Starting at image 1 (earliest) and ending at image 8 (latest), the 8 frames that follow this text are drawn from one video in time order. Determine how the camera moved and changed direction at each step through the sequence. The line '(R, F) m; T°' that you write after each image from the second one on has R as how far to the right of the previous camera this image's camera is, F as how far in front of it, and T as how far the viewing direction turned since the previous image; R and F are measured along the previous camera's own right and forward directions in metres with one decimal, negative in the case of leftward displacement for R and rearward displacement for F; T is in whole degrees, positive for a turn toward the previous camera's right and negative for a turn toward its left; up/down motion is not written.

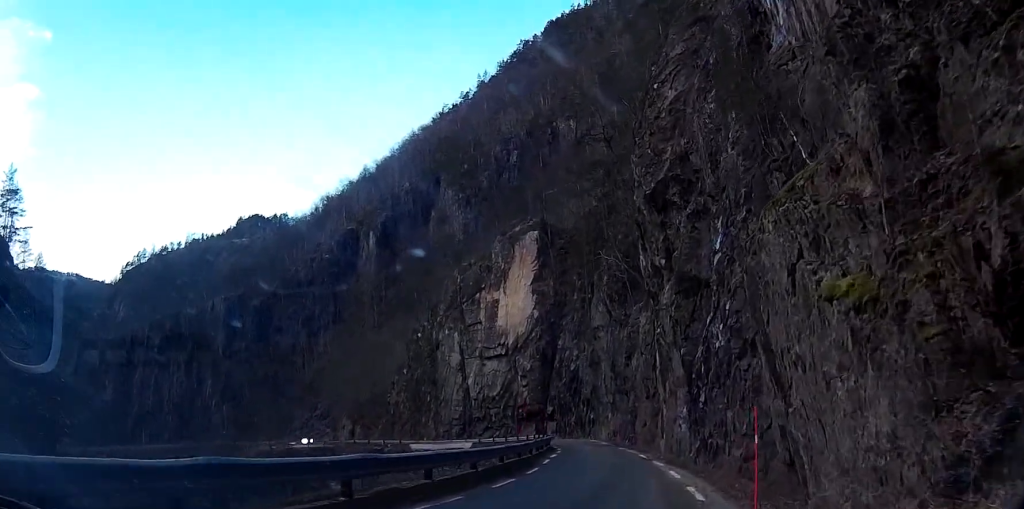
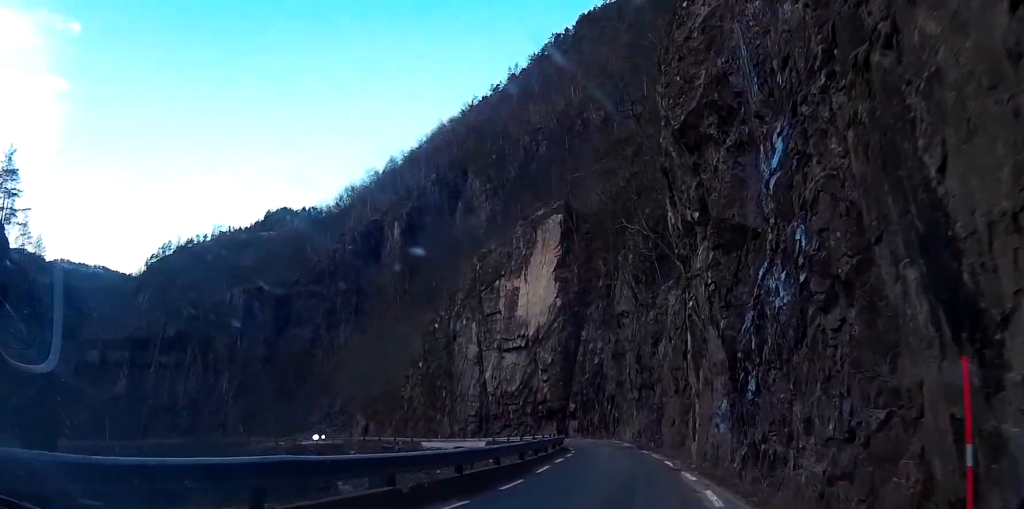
(-0.3, +7.8) m; -3°
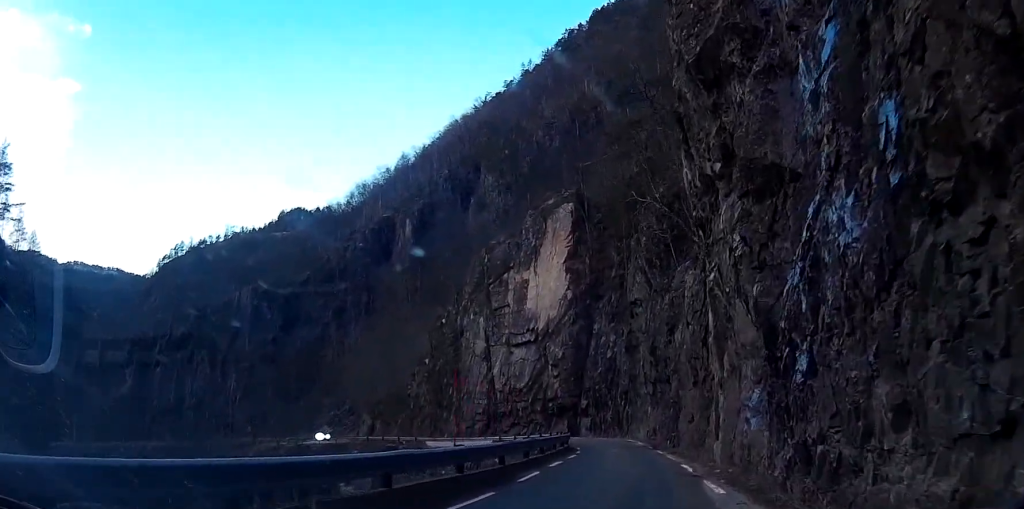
(0.0, +4.9) m; 0°
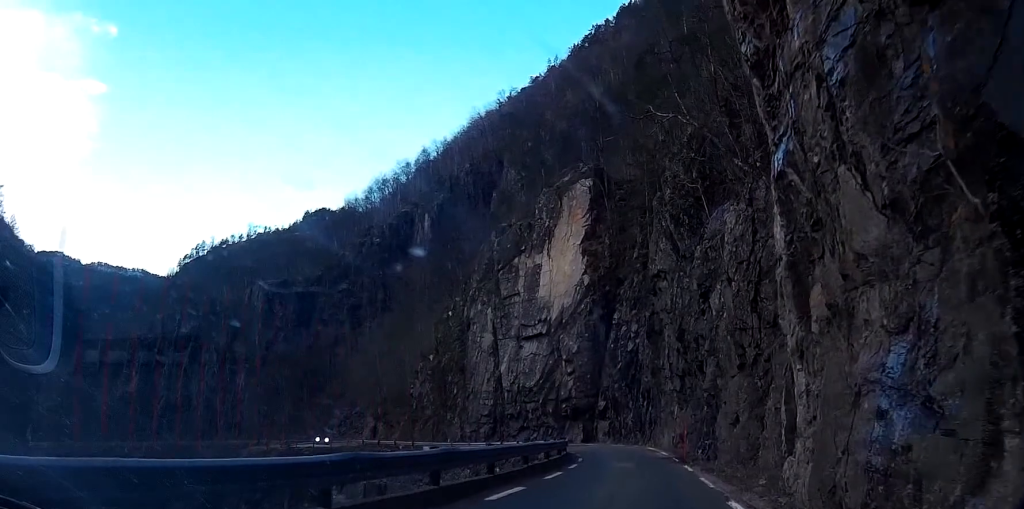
(0.0, +10.7) m; 0°
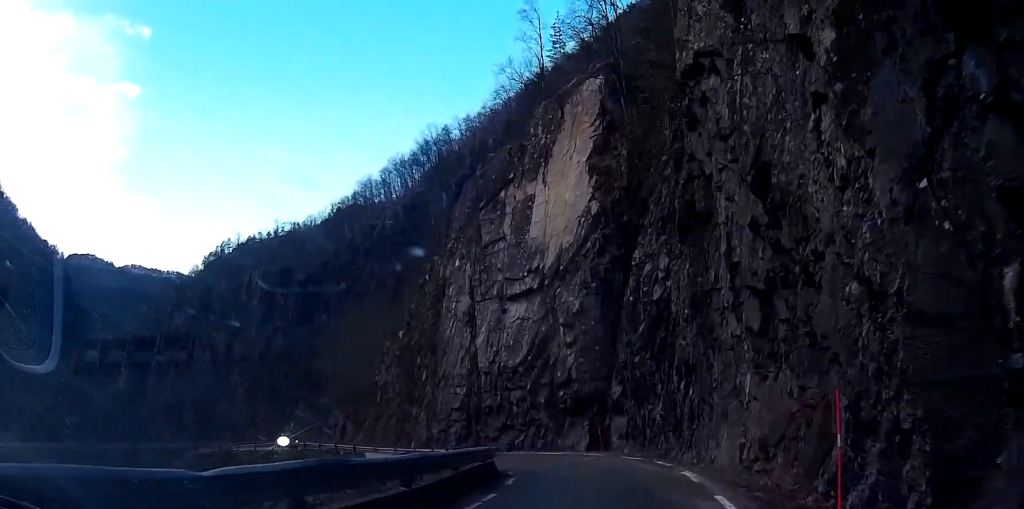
(-1.7, +24.3) m; -8°
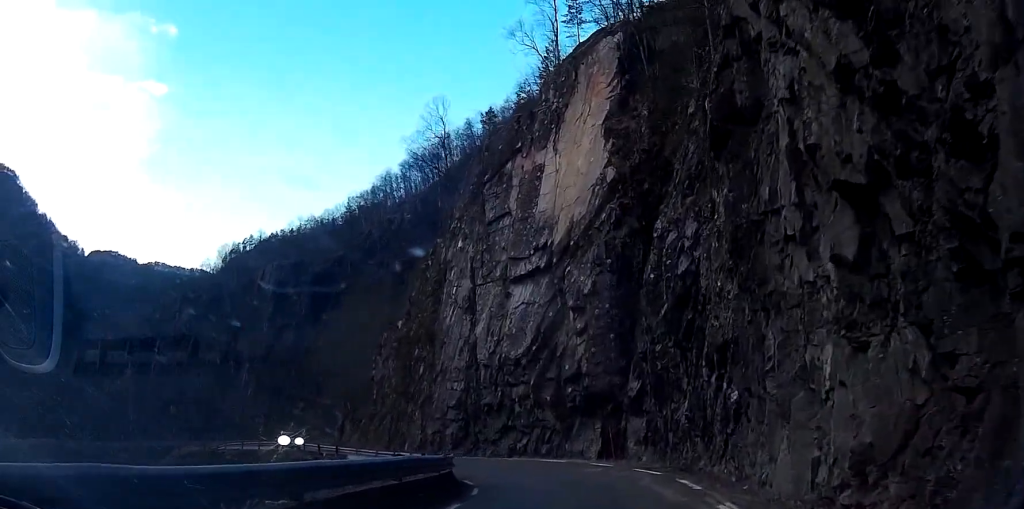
(+0.1, +7.1) m; 0°
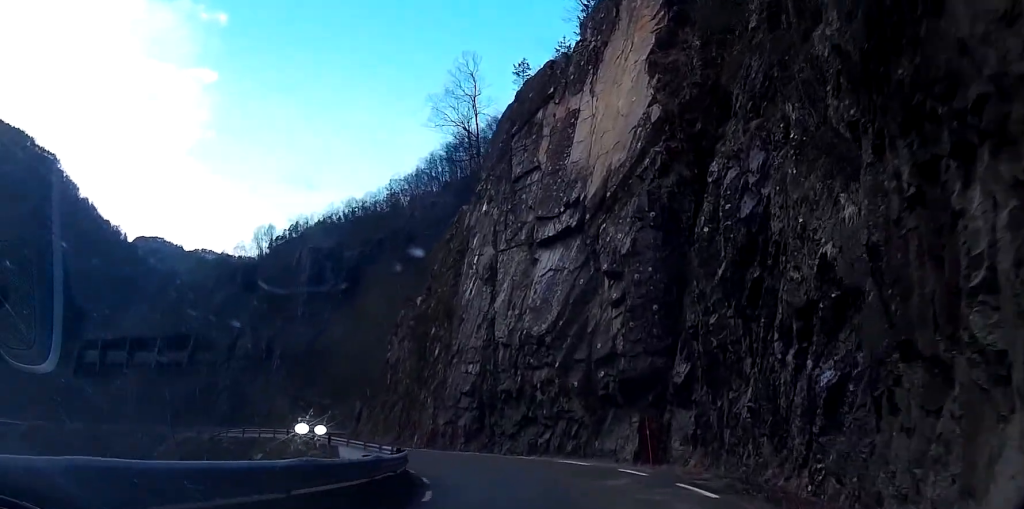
(-0.1, +7.9) m; -3°
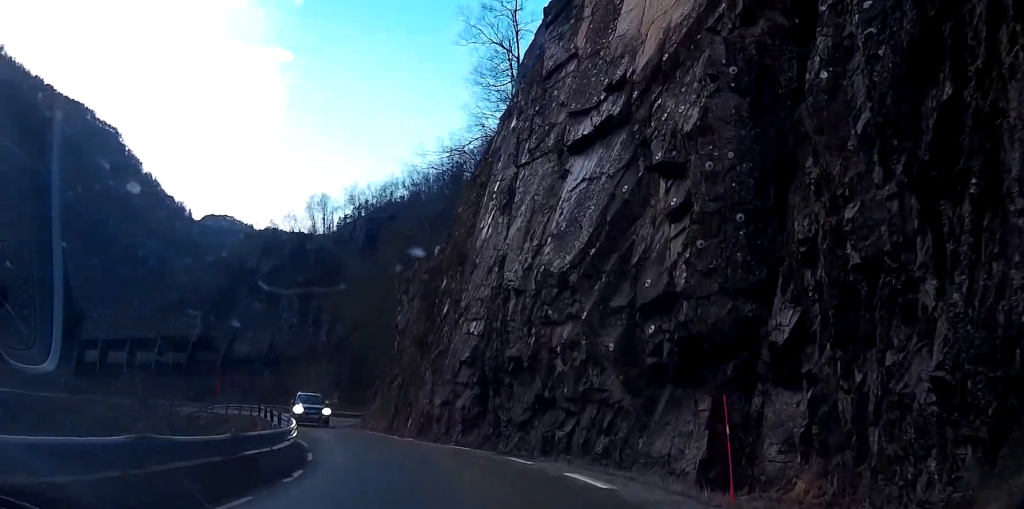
(-0.8, +13.2) m; -11°
